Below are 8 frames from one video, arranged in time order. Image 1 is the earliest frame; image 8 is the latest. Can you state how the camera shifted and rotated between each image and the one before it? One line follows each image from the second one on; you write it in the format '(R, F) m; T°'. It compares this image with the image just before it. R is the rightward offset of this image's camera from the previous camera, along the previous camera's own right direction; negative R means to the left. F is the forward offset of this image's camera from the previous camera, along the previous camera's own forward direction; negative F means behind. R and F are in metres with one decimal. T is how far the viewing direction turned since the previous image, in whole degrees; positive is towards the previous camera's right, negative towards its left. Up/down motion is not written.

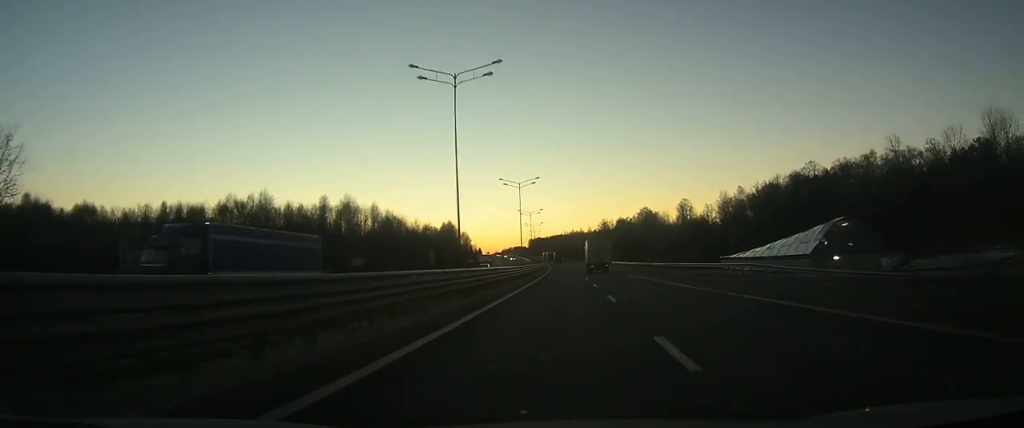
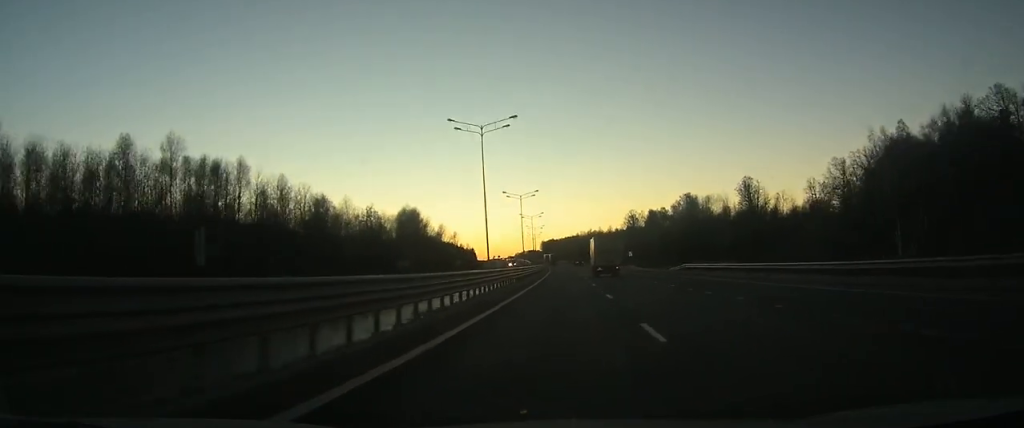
(-1.4, +86.3) m; -2°
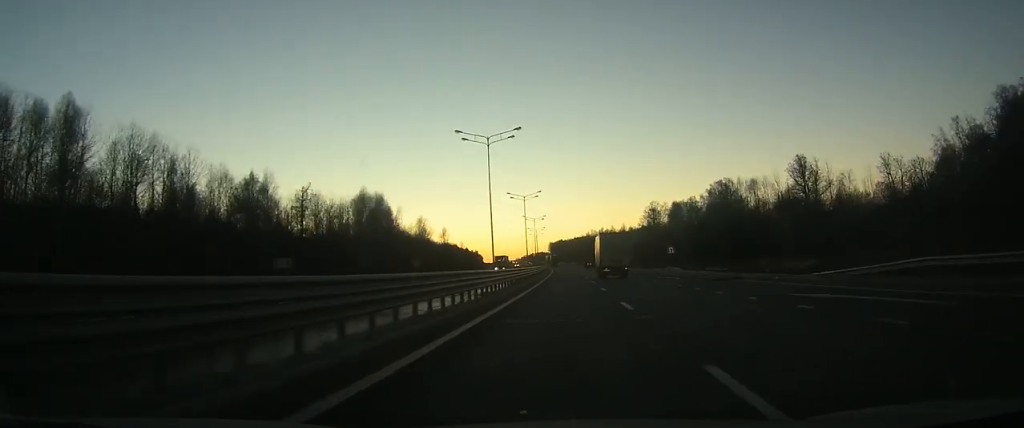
(-0.3, +41.7) m; -1°
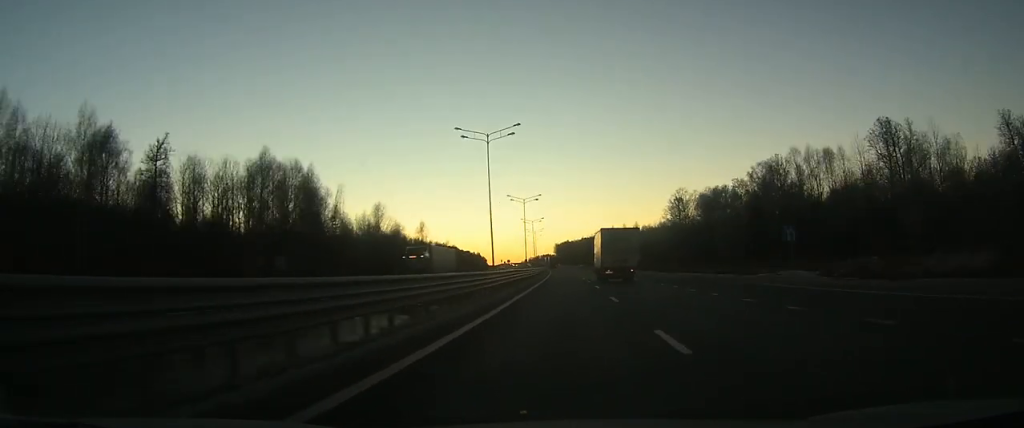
(-0.3, +42.8) m; -1°
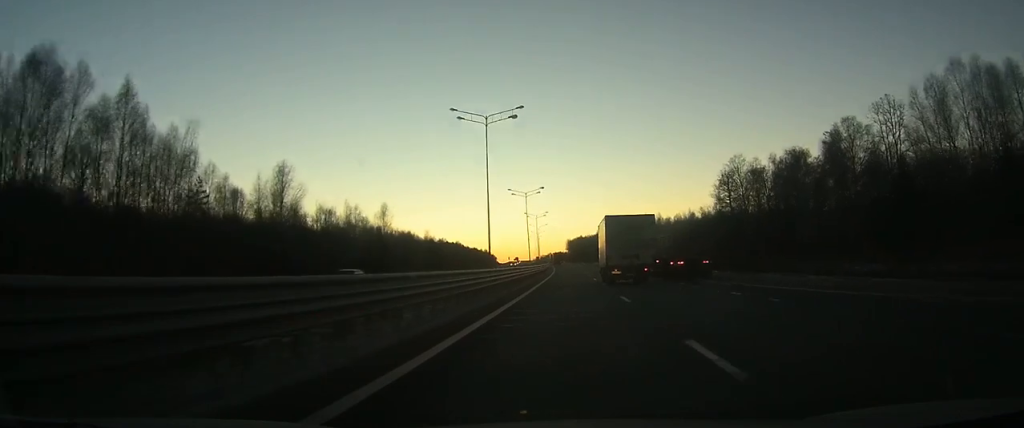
(-0.4, +47.4) m; -1°
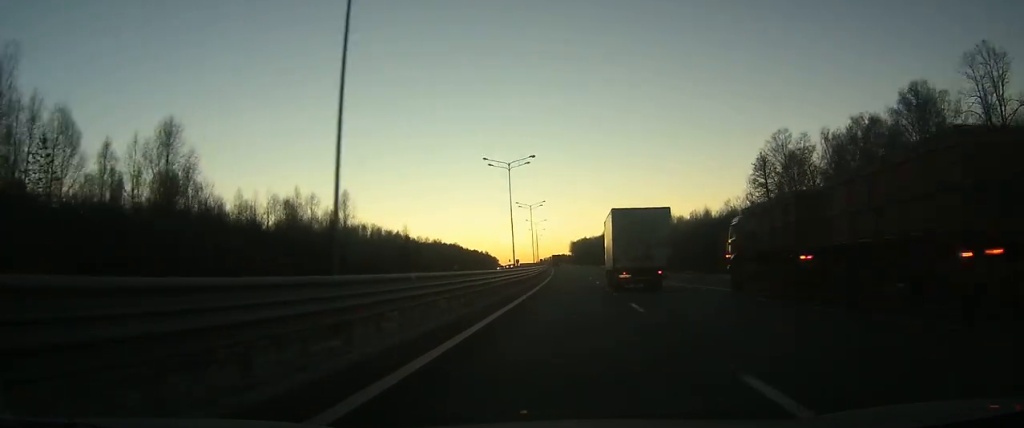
(-0.1, +25.2) m; -1°
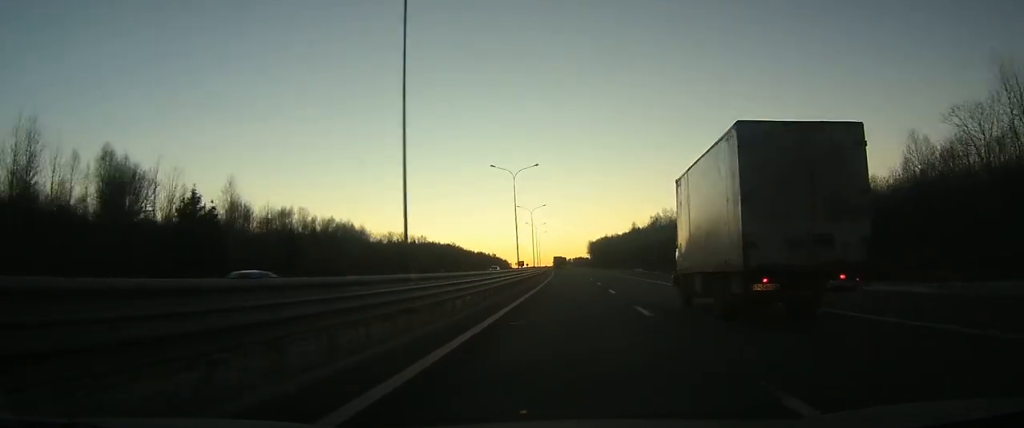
(-1.1, +78.9) m; -2°
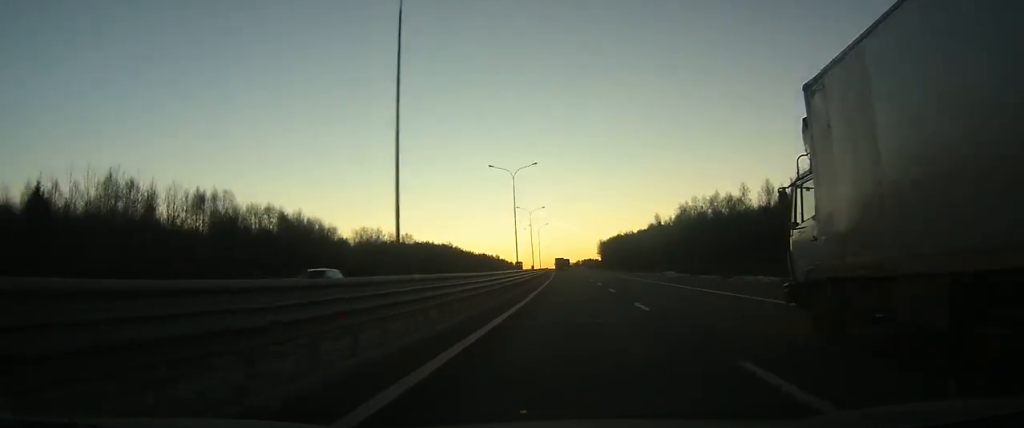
(-0.3, +43.8) m; -1°
